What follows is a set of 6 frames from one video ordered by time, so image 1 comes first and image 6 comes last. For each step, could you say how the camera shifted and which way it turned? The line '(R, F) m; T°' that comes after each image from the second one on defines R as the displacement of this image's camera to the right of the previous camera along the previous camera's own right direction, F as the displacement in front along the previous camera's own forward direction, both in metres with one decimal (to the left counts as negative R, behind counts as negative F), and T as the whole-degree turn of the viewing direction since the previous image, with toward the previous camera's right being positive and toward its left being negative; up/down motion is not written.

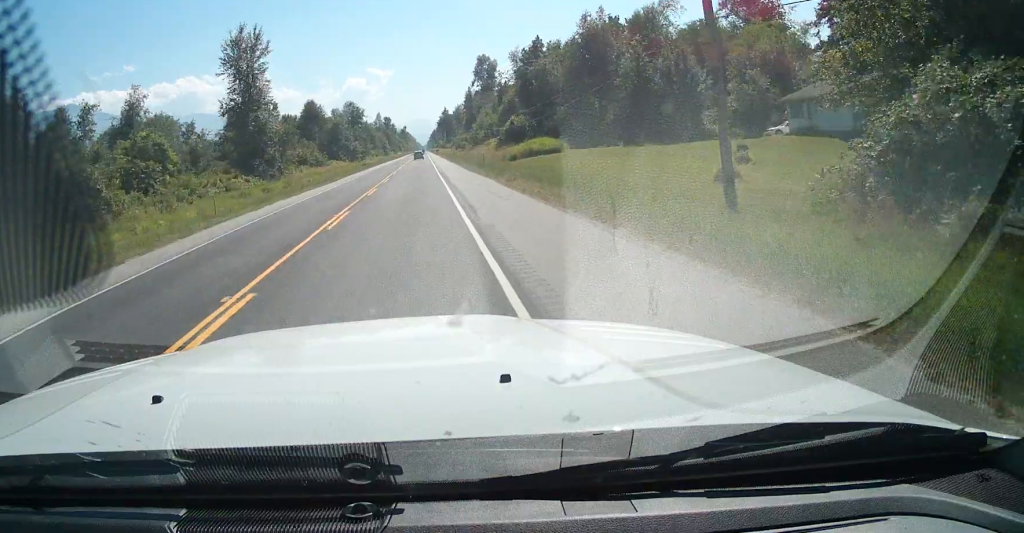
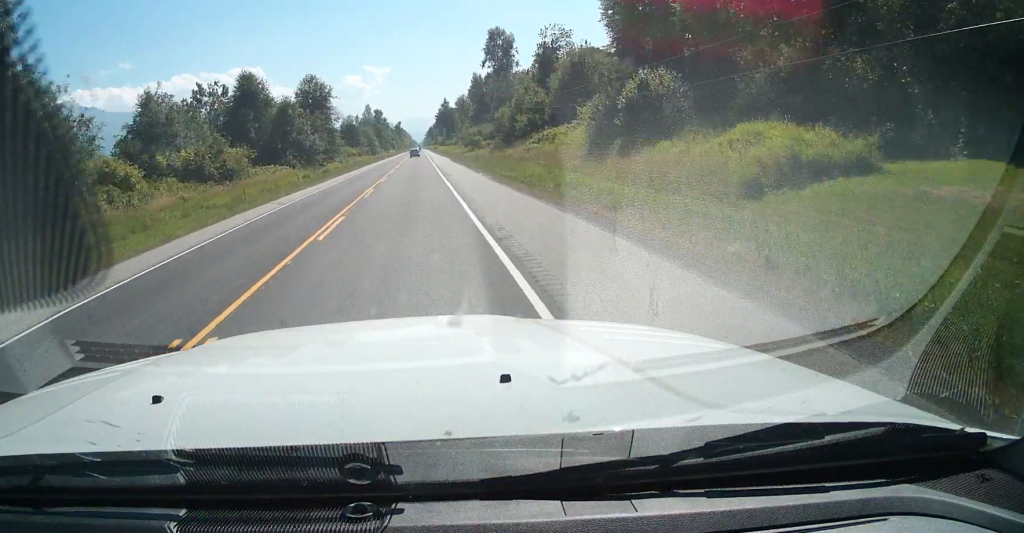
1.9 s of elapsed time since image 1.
(+0.4, +54.1) m; 0°
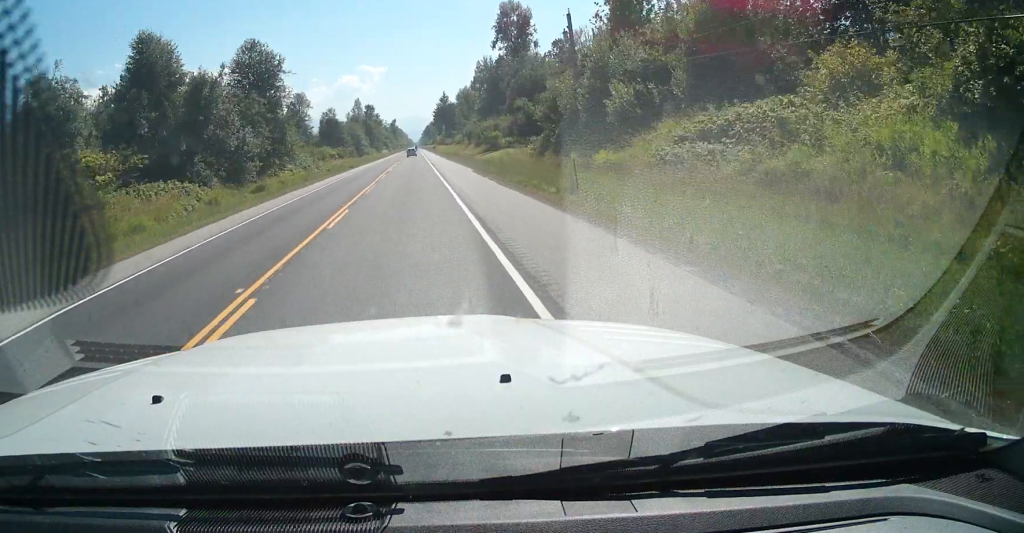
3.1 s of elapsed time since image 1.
(+0.2, +36.4) m; +1°
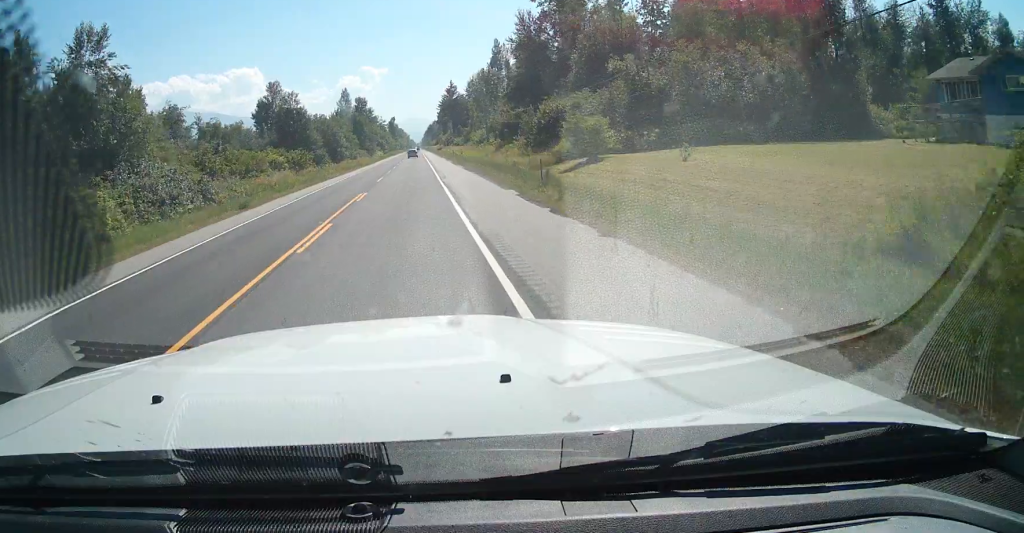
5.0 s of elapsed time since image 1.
(0.0, +54.0) m; 0°
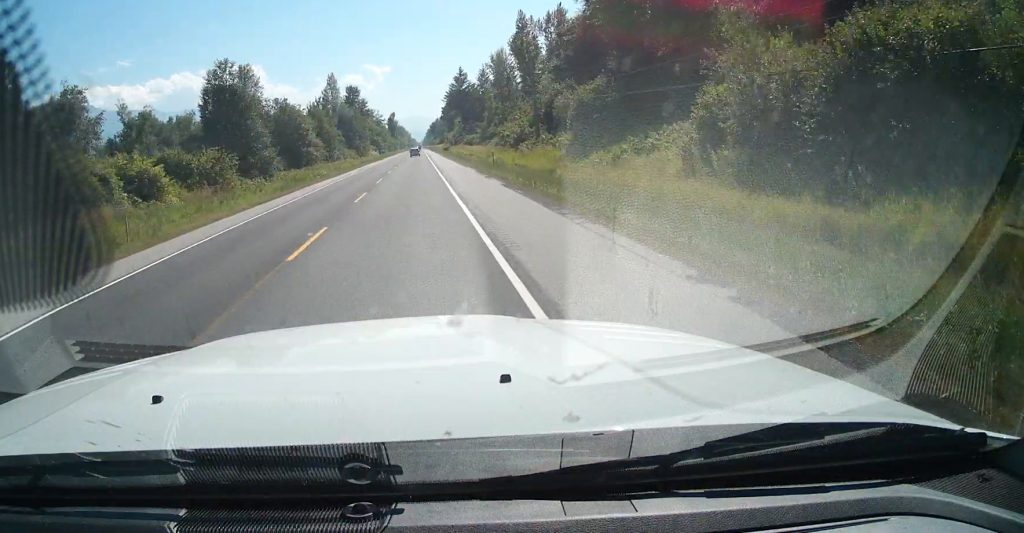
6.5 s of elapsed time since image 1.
(0.0, +40.3) m; 0°
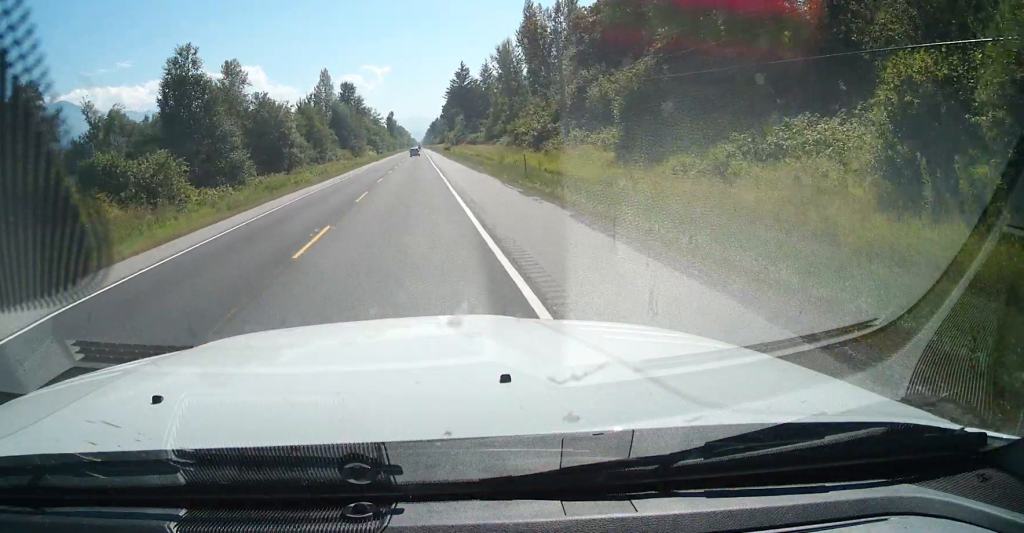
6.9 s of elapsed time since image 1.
(0.0, +11.6) m; 0°
